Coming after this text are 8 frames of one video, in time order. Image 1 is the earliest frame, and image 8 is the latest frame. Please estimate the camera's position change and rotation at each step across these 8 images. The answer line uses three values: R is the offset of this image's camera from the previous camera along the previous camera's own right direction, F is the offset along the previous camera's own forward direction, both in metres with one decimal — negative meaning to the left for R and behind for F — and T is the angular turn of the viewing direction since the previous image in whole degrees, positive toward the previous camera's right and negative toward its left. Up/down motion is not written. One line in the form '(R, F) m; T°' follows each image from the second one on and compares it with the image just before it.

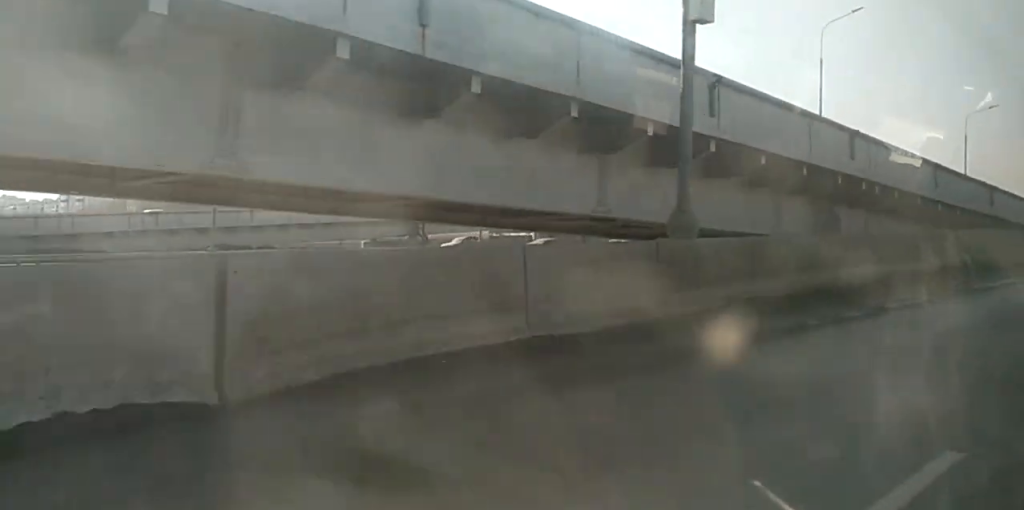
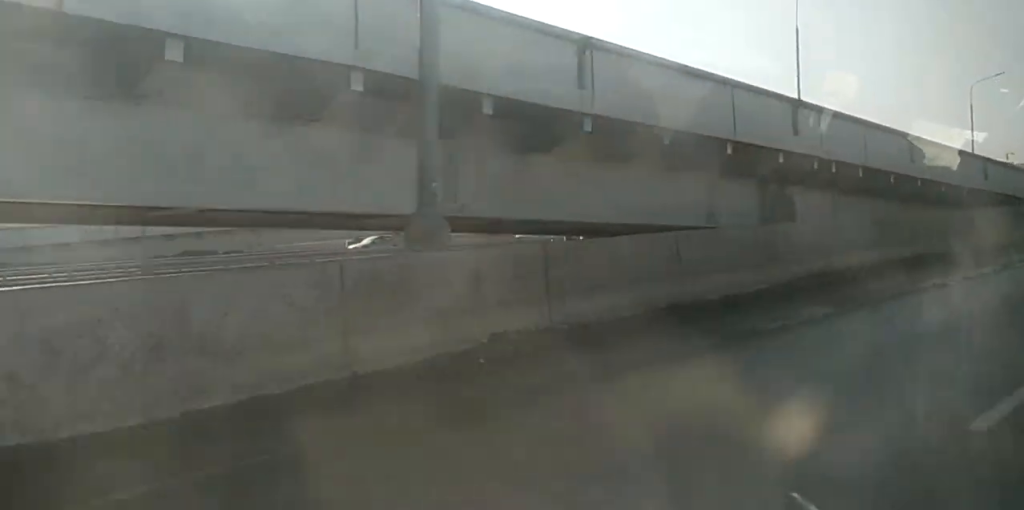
(+0.1, +5.8) m; 0°
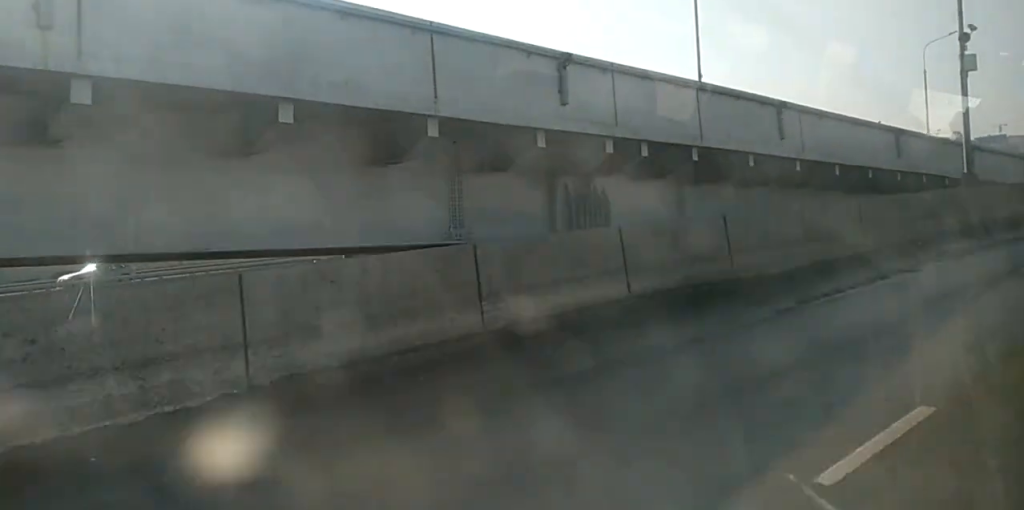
(-0.4, +10.9) m; 0°
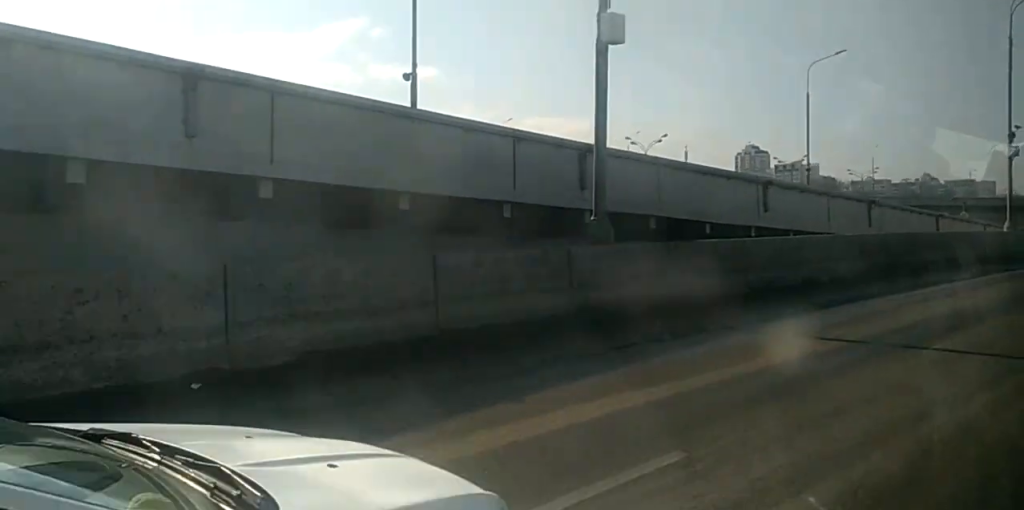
(+0.7, +21.6) m; +2°
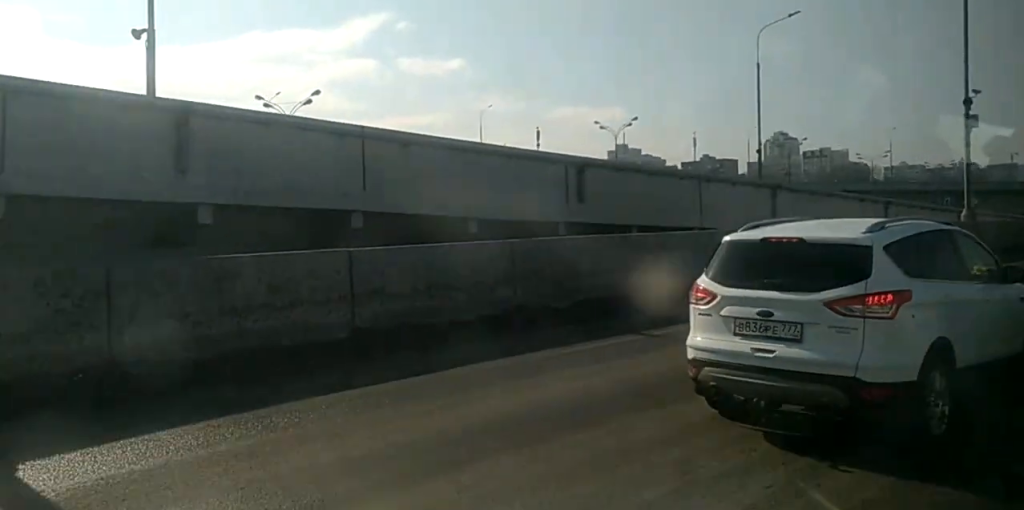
(-0.2, +12.8) m; -3°
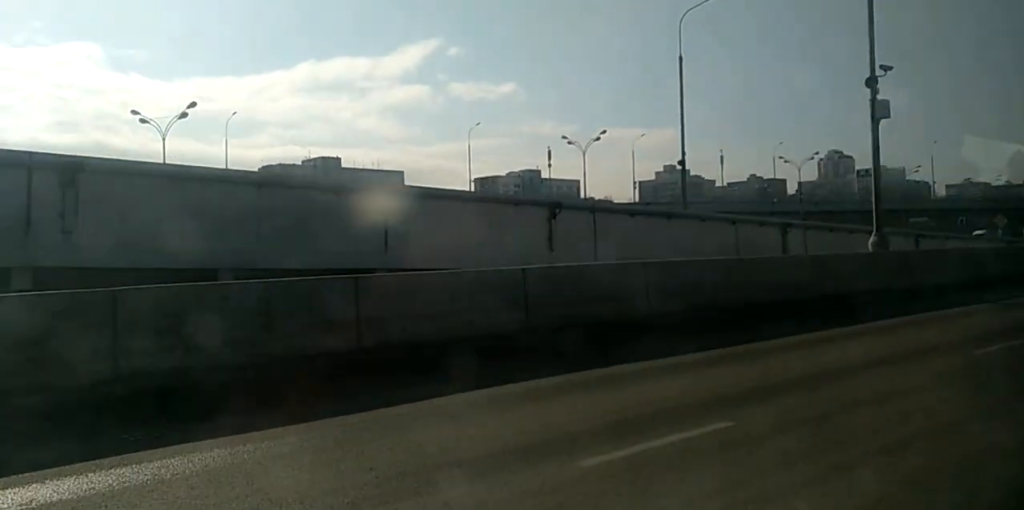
(-0.2, +13.4) m; 0°
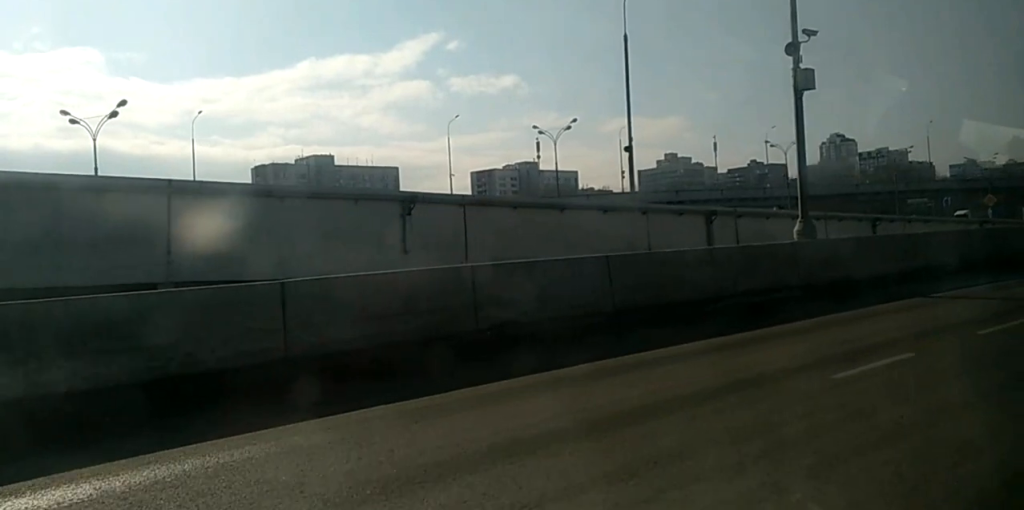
(0.0, +4.1) m; +2°
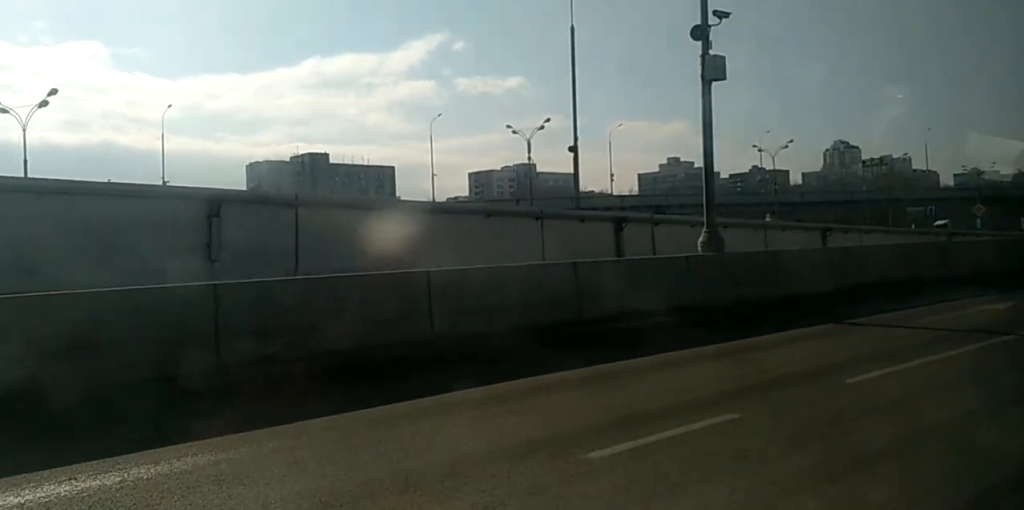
(-0.1, +3.4) m; +1°
